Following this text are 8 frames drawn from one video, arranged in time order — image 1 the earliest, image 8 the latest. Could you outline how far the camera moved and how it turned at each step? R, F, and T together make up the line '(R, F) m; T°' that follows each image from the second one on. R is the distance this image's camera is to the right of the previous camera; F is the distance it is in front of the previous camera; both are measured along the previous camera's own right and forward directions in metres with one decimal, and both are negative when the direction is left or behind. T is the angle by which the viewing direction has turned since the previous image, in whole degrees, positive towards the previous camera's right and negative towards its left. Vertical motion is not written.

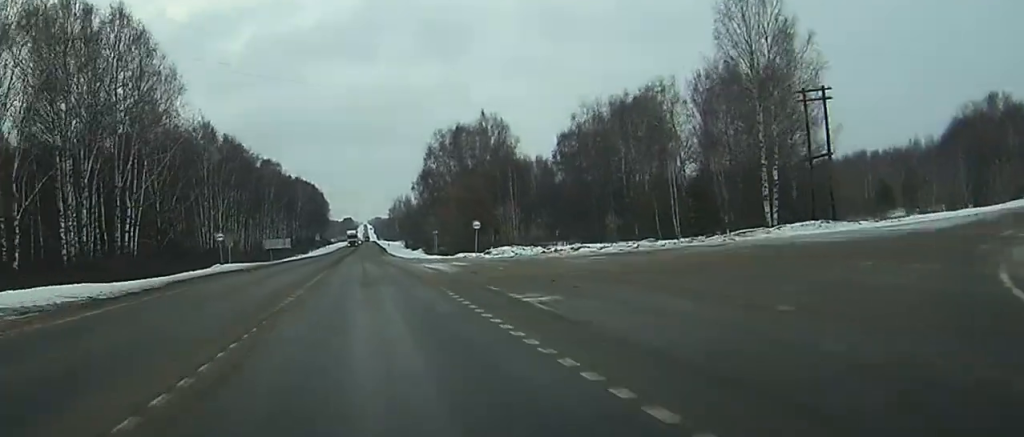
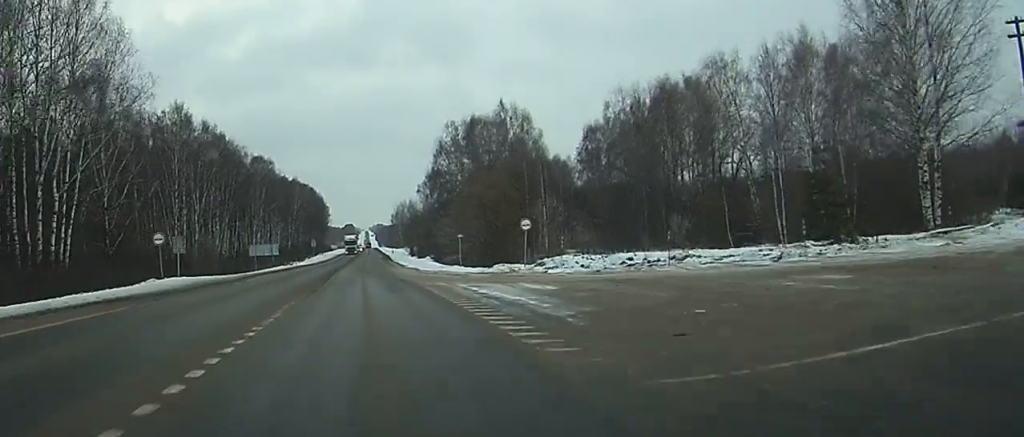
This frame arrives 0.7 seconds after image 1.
(-0.1, +21.5) m; 0°
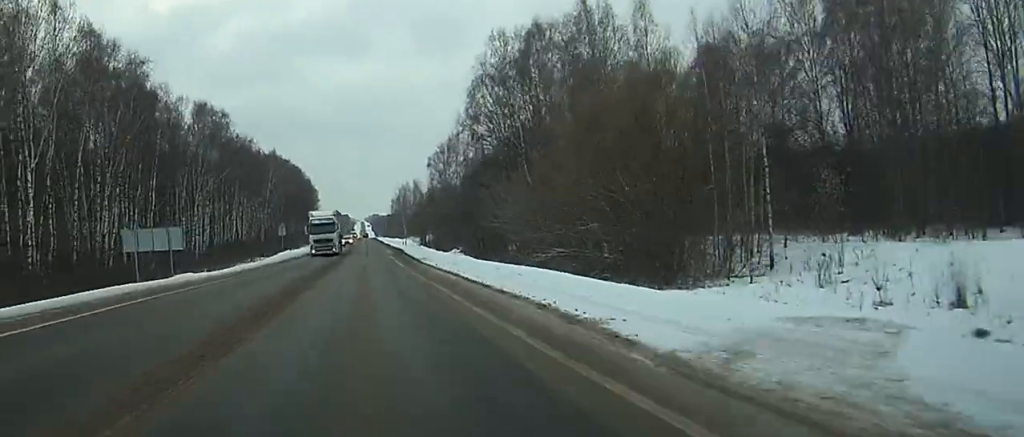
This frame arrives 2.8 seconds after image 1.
(0.0, +61.1) m; 0°
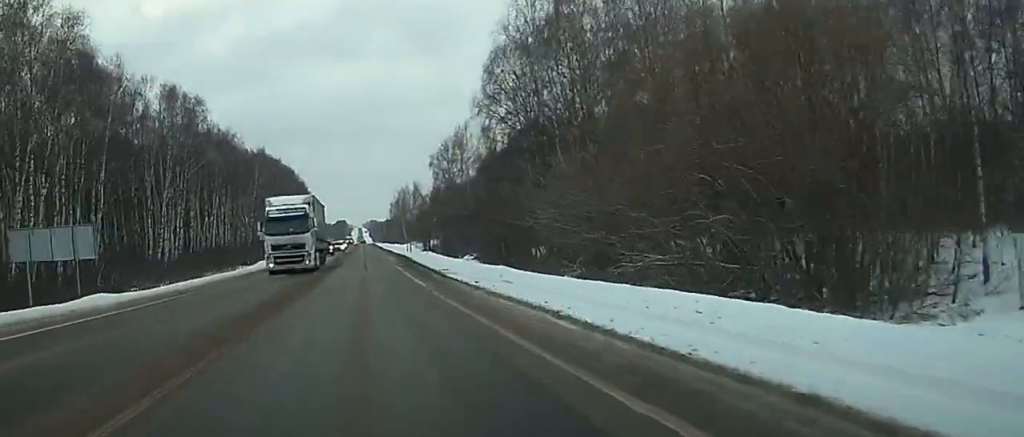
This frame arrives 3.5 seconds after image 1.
(-0.3, +18.3) m; 0°
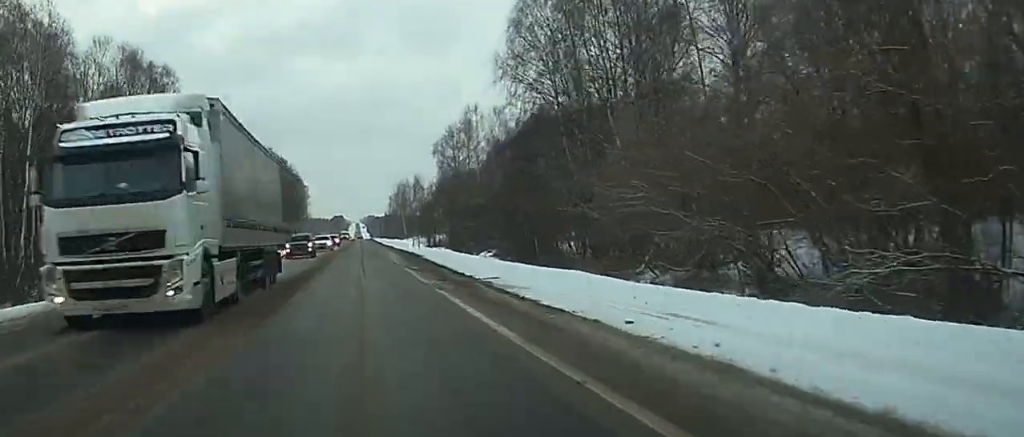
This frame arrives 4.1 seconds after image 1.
(+0.2, +17.4) m; +1°
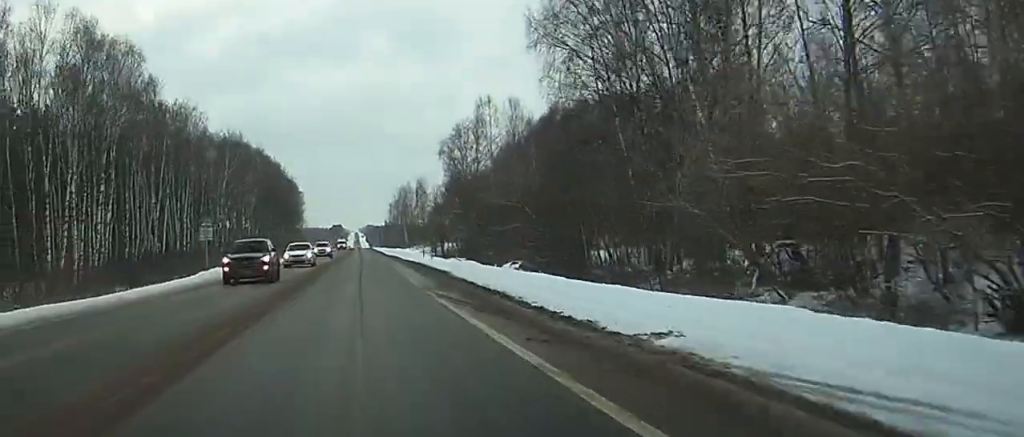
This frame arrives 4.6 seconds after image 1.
(+0.3, +15.4) m; +1°
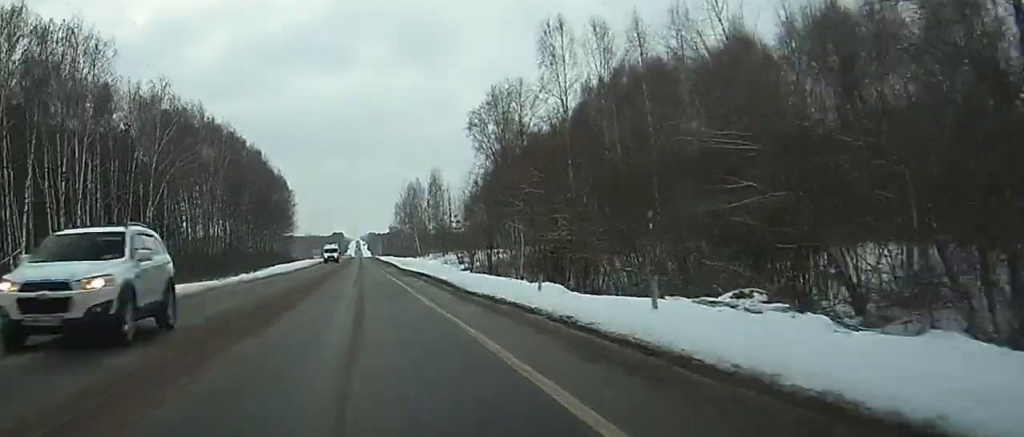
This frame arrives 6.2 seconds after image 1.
(-0.4, +45.7) m; 0°
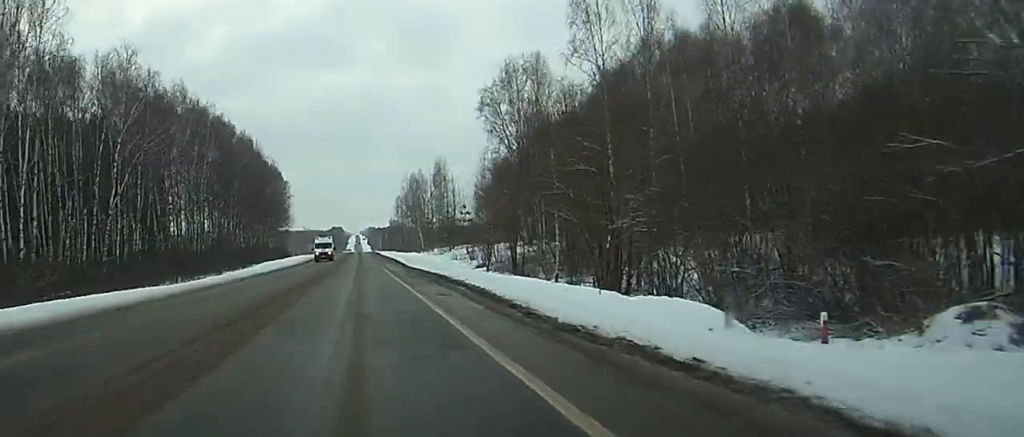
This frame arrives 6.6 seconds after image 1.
(0.0, +12.7) m; 0°
